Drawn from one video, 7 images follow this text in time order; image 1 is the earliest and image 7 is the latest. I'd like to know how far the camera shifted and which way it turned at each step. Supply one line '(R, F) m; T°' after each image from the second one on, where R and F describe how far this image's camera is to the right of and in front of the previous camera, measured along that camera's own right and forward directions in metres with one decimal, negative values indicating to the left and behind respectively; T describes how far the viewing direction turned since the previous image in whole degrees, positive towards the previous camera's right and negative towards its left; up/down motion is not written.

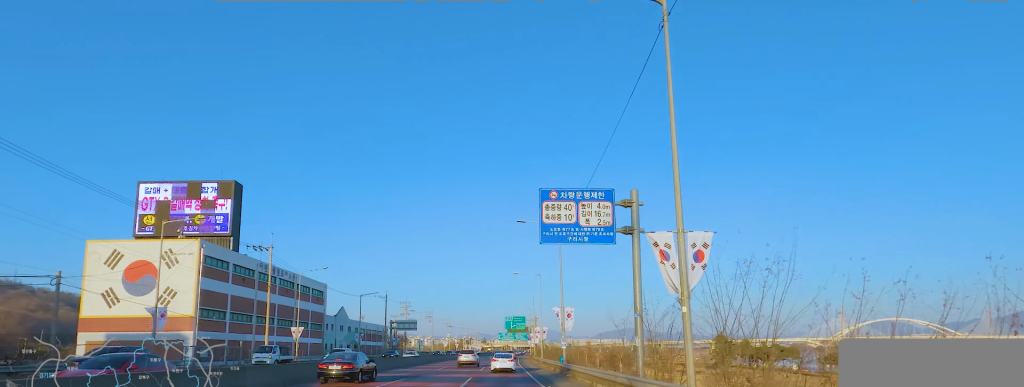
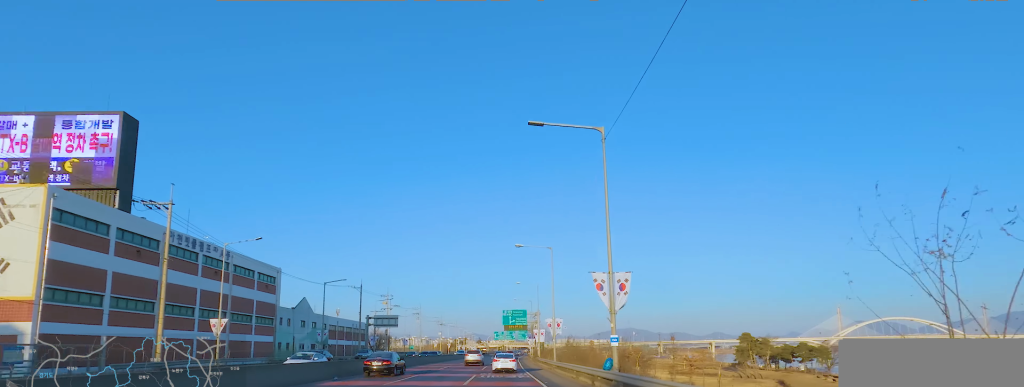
(-0.2, +20.7) m; -1°
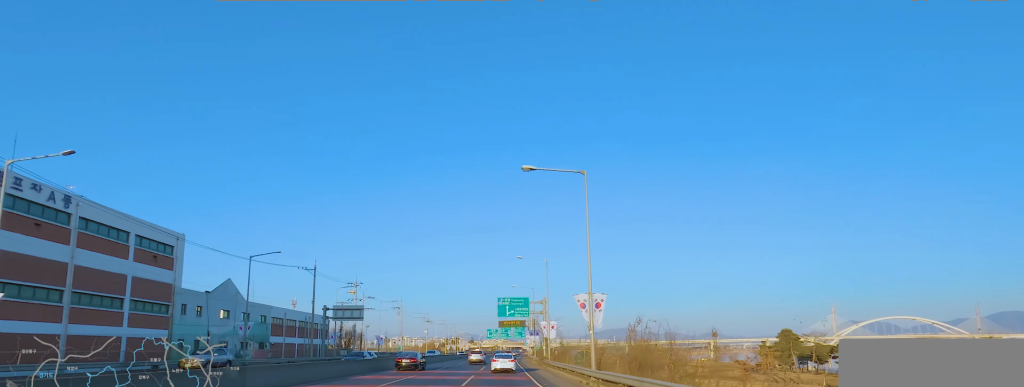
(+0.1, +24.9) m; +1°
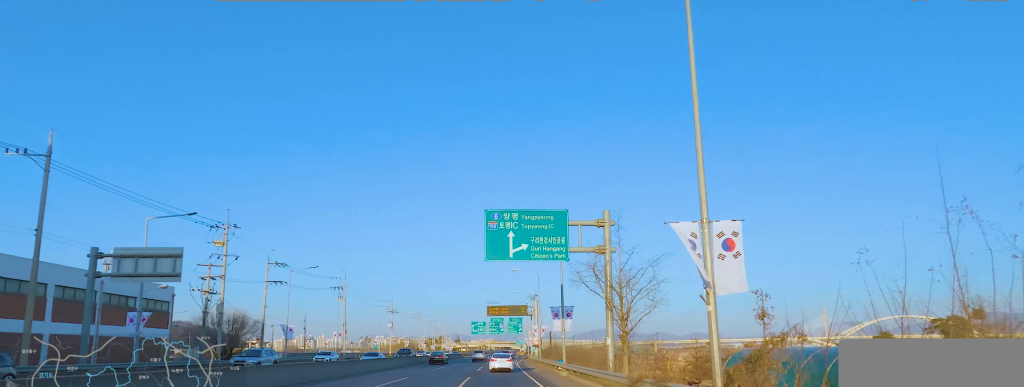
(+0.5, +46.5) m; 0°
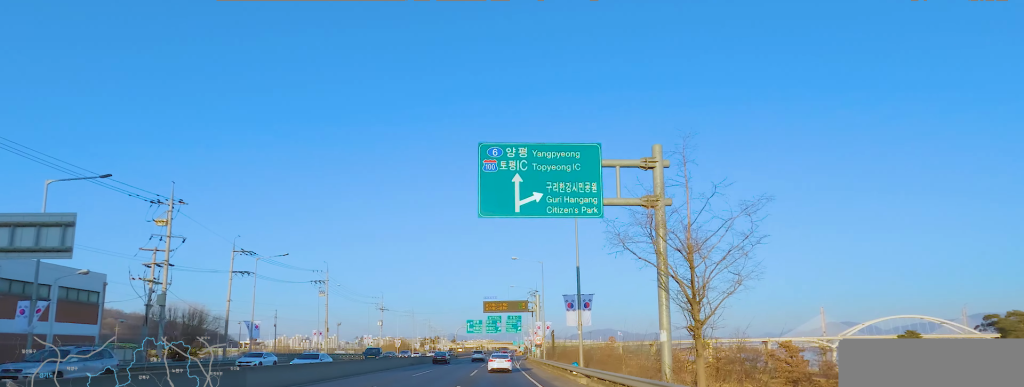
(0.0, +8.6) m; 0°
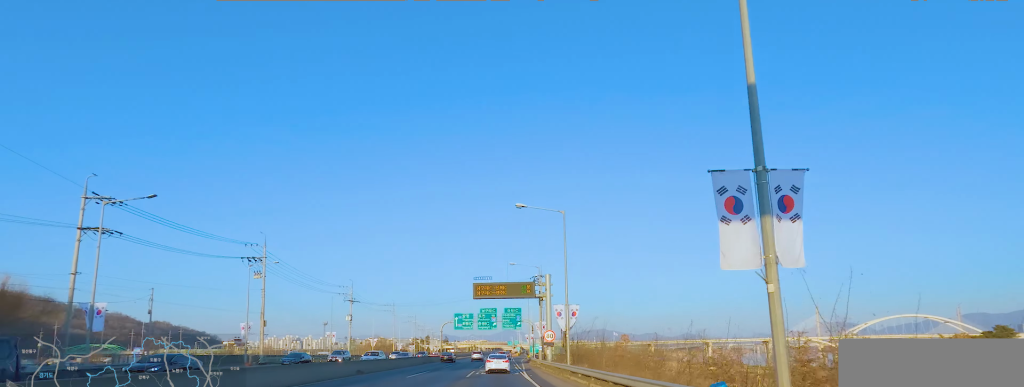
(+0.2, +20.7) m; +1°
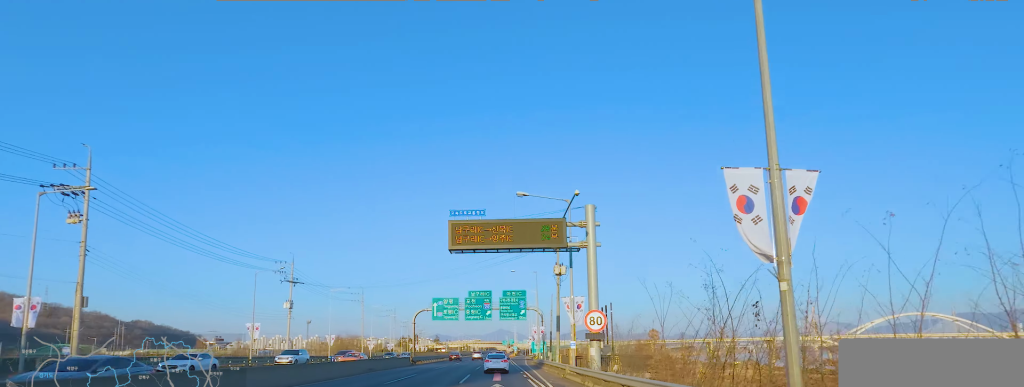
(0.0, +26.2) m; +3°
